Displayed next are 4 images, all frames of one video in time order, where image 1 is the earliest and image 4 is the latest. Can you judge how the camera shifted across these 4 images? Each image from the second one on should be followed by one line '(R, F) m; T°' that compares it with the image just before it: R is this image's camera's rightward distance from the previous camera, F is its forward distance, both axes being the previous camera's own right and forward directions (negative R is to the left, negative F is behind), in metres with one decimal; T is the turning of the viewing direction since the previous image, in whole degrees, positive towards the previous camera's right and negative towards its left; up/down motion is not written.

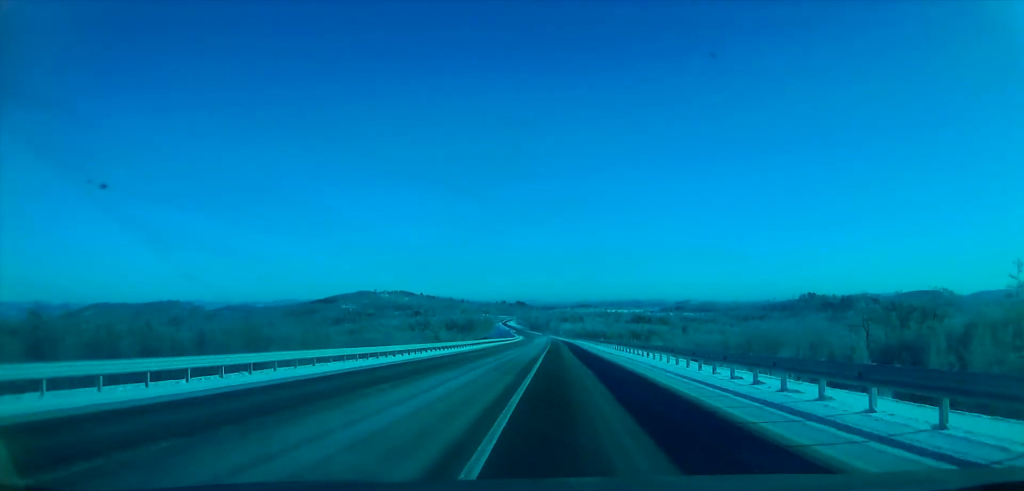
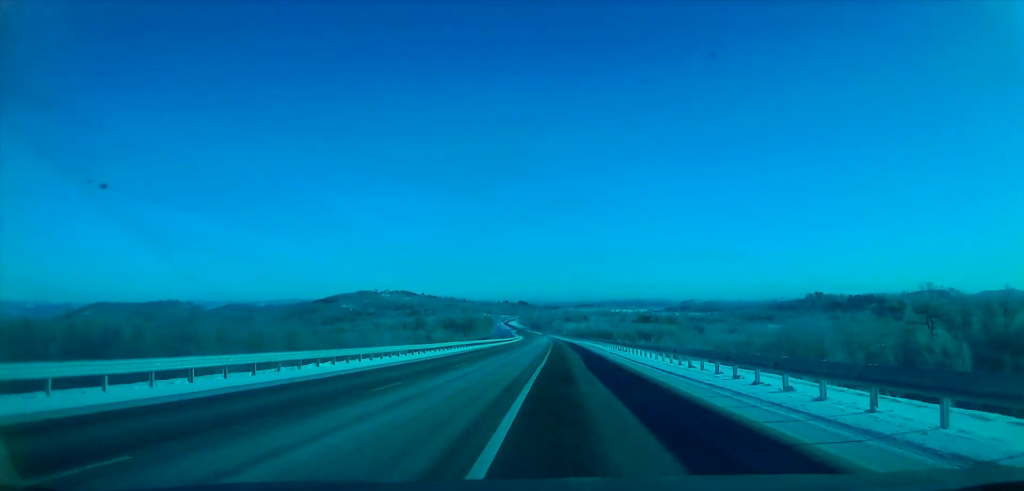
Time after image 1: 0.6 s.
(0.0, +23.9) m; 0°
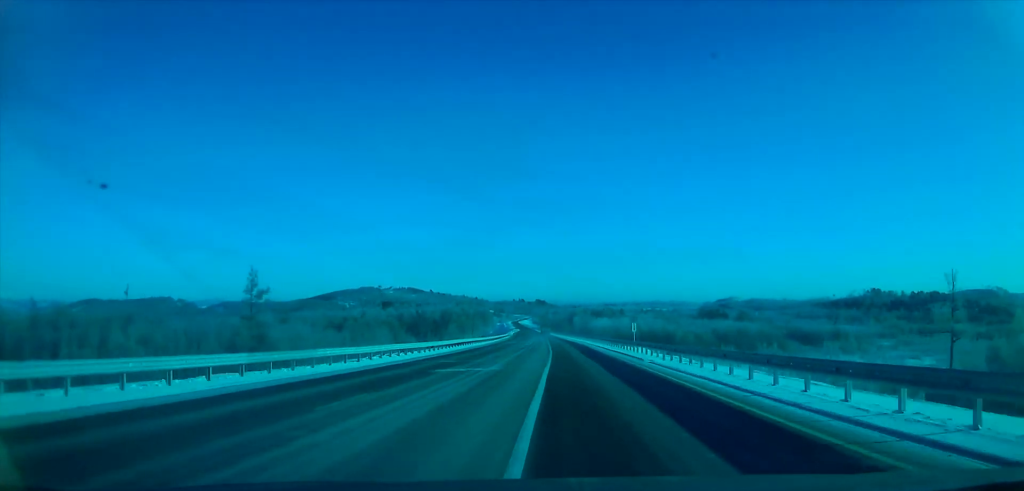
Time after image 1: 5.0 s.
(+0.4, +174.1) m; -1°
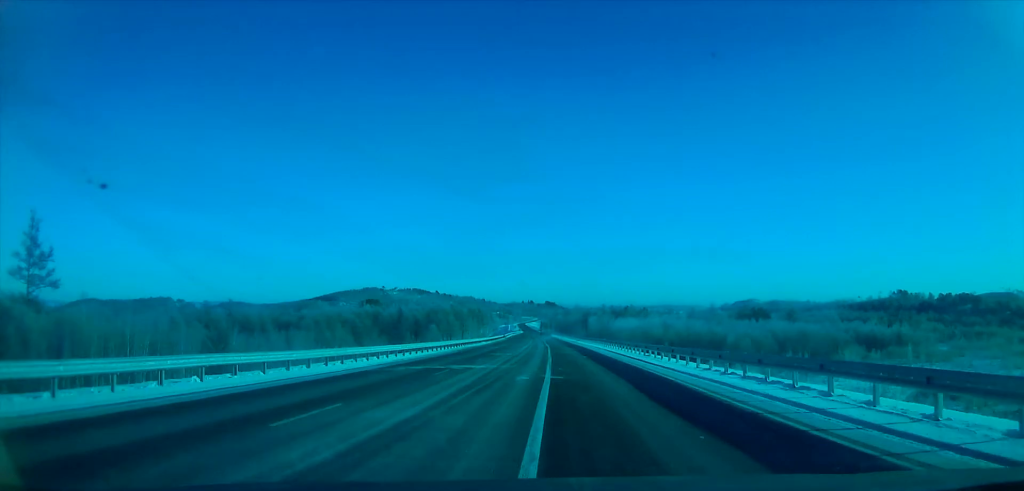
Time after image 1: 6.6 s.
(0.0, +62.5) m; 0°
